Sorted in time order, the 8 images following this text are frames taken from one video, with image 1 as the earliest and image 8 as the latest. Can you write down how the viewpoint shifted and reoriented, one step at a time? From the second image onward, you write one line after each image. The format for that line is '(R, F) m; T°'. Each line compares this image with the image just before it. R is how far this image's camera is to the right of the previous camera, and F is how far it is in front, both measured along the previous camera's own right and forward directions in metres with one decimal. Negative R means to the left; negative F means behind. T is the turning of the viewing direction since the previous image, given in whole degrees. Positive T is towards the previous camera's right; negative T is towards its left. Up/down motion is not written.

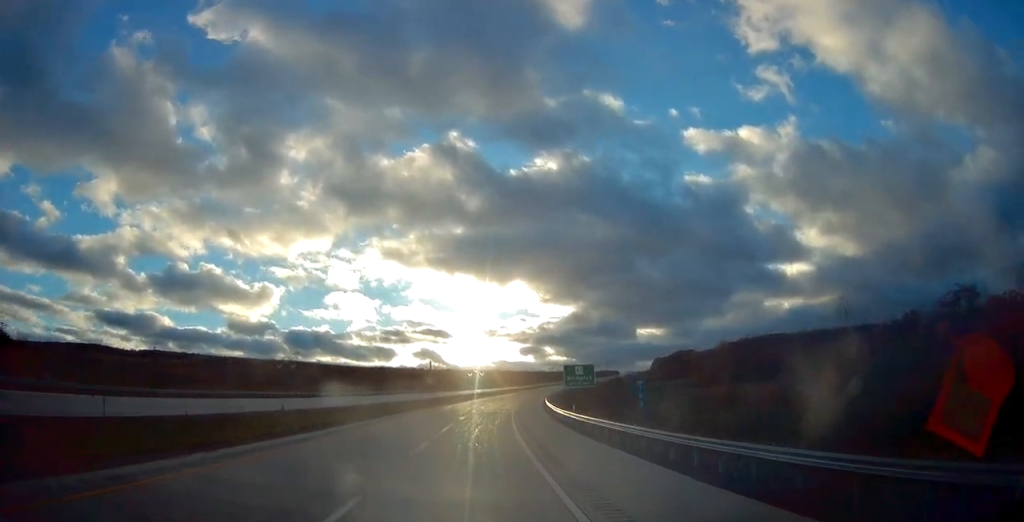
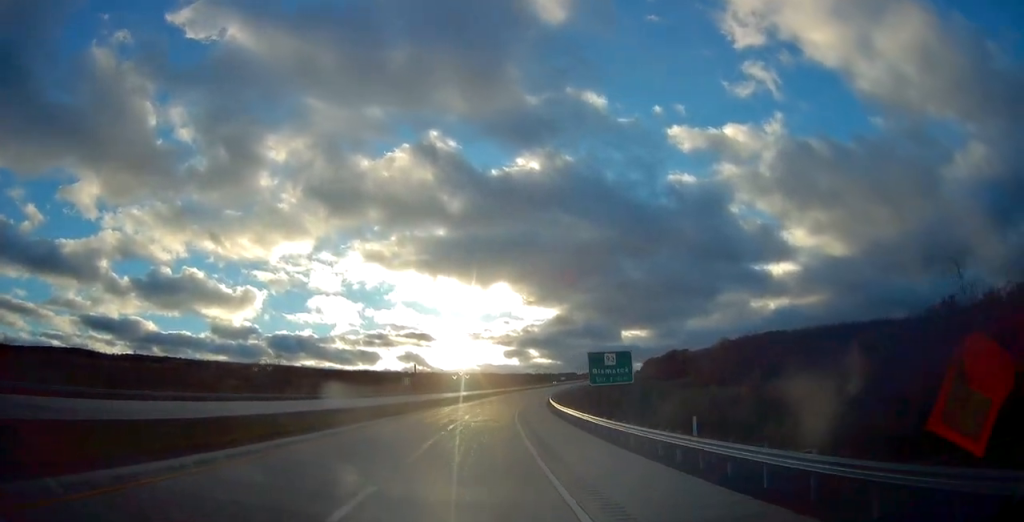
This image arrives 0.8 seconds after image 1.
(+0.4, +23.4) m; +2°
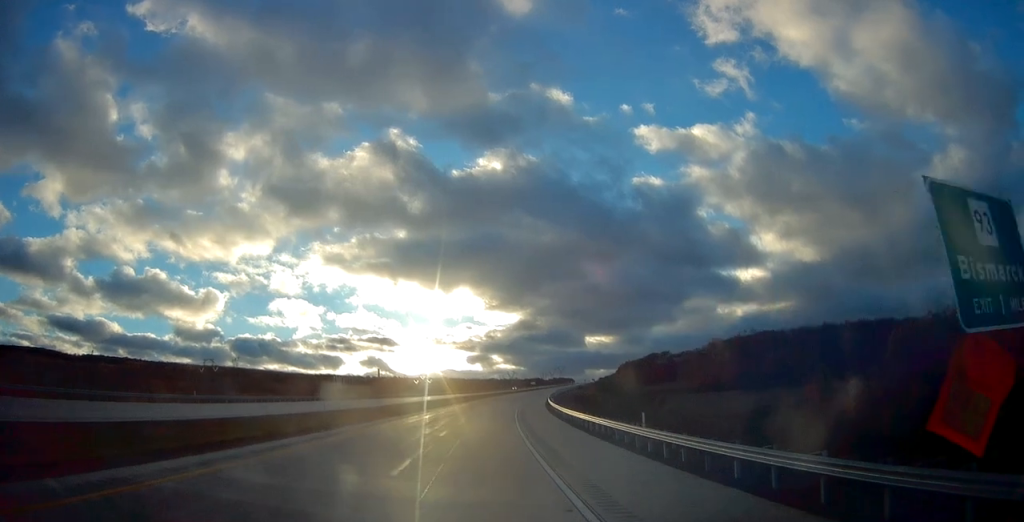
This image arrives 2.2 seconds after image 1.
(+0.9, +40.7) m; +3°
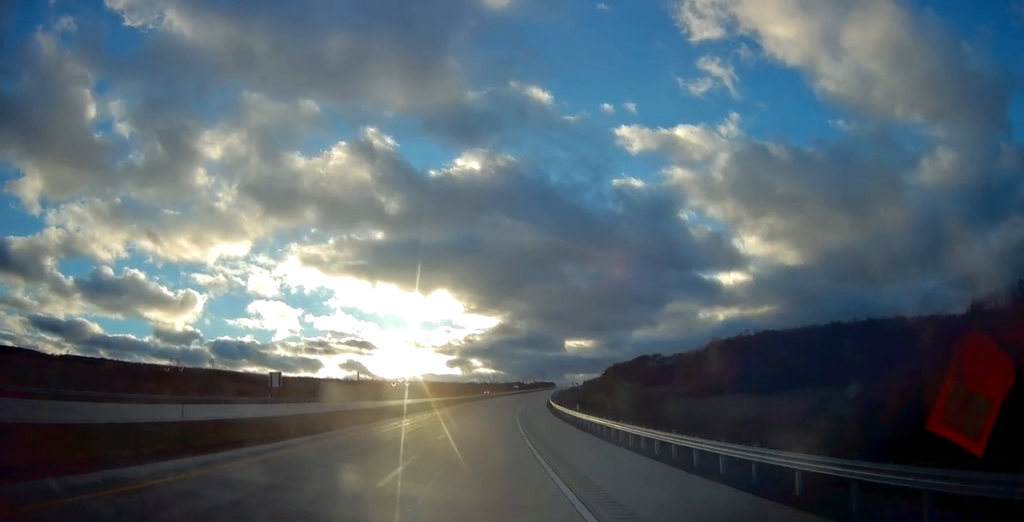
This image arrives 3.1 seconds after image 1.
(+0.8, +25.7) m; +2°
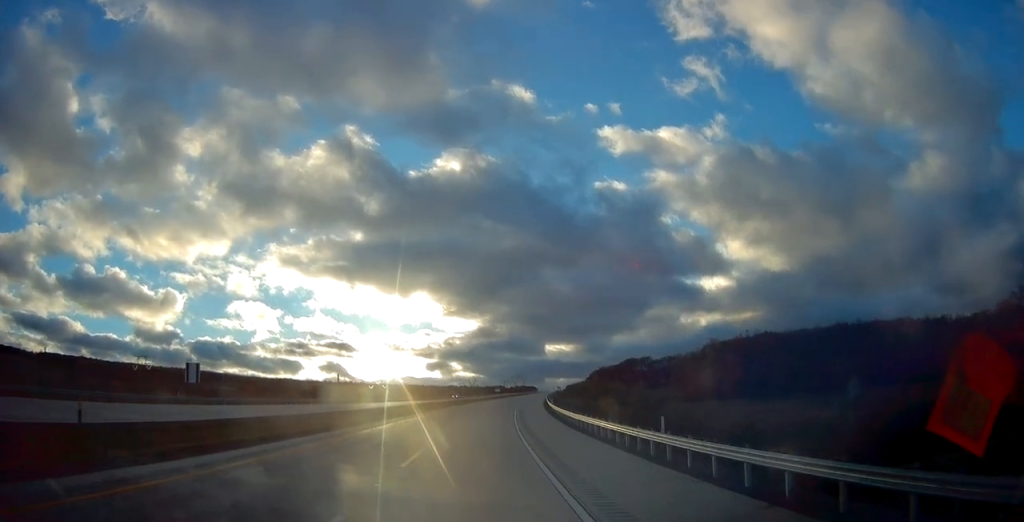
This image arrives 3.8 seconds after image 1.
(+0.3, +20.8) m; +1°
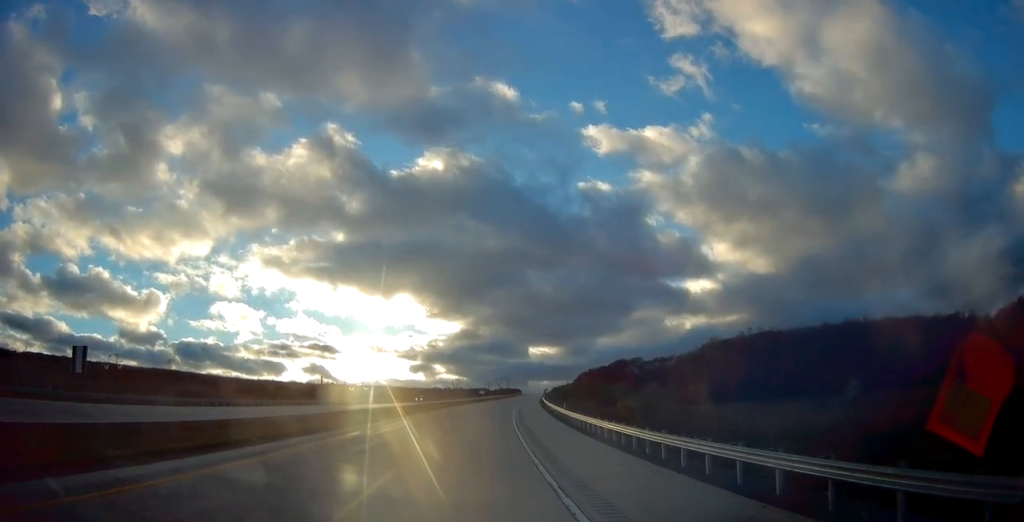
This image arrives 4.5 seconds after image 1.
(+0.2, +18.8) m; +1°
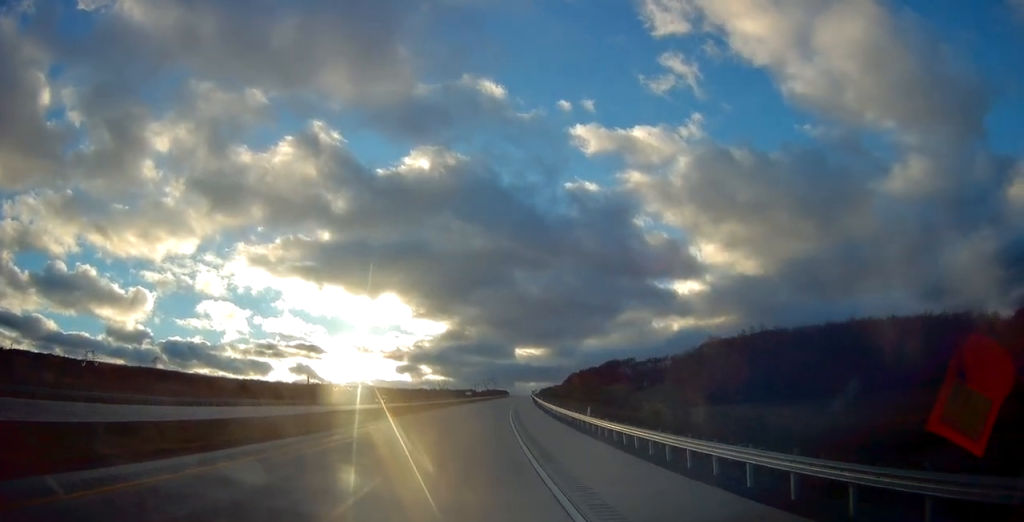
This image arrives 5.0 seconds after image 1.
(+0.1, +14.2) m; +1°
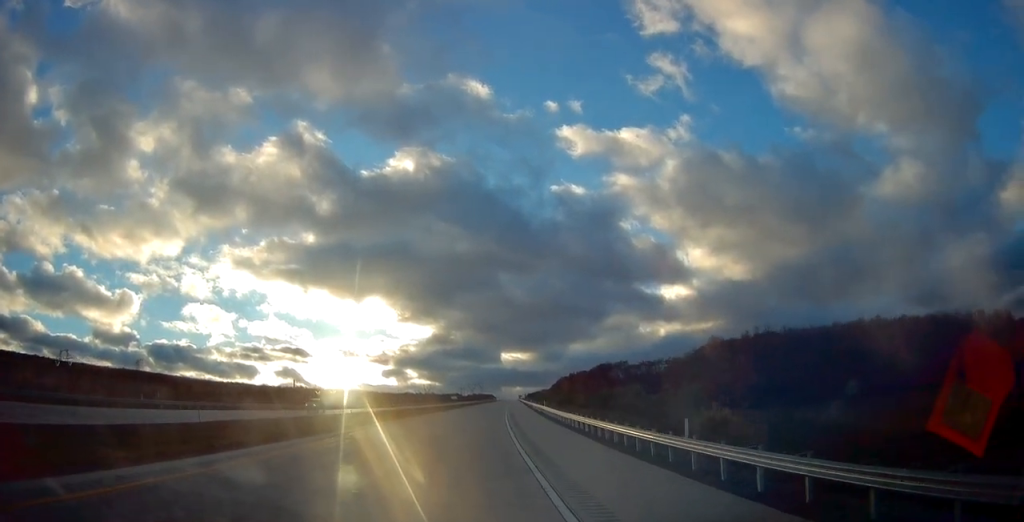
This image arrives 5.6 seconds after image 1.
(+0.2, +16.0) m; +1°
